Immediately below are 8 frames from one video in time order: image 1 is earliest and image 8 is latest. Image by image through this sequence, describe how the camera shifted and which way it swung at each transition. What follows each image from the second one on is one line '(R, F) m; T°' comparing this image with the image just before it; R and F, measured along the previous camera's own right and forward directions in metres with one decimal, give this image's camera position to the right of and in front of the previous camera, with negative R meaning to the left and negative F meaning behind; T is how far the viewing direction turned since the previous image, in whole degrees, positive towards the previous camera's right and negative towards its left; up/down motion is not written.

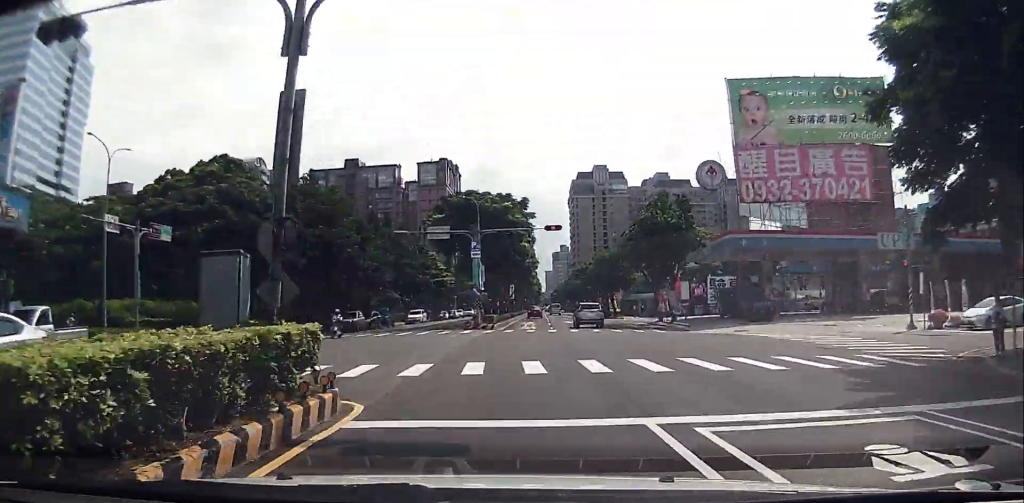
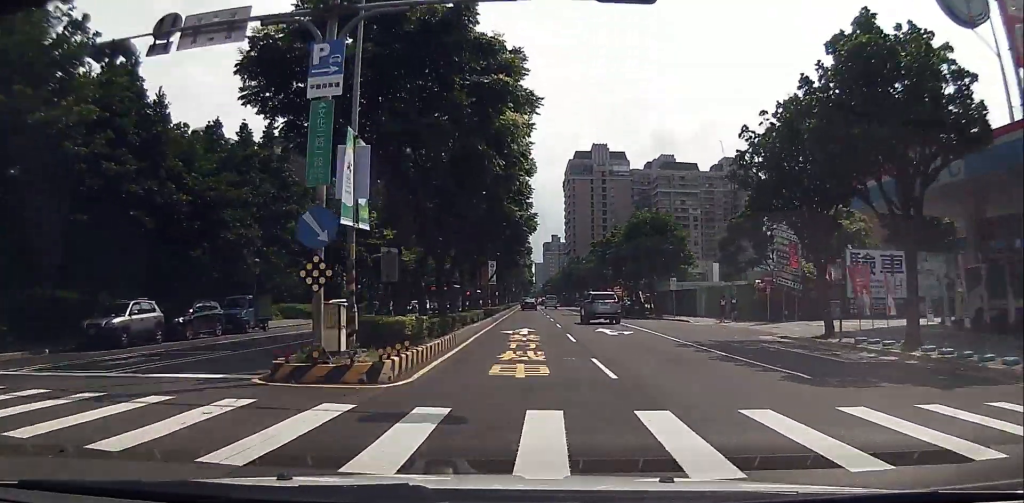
(-1.1, +33.0) m; -3°
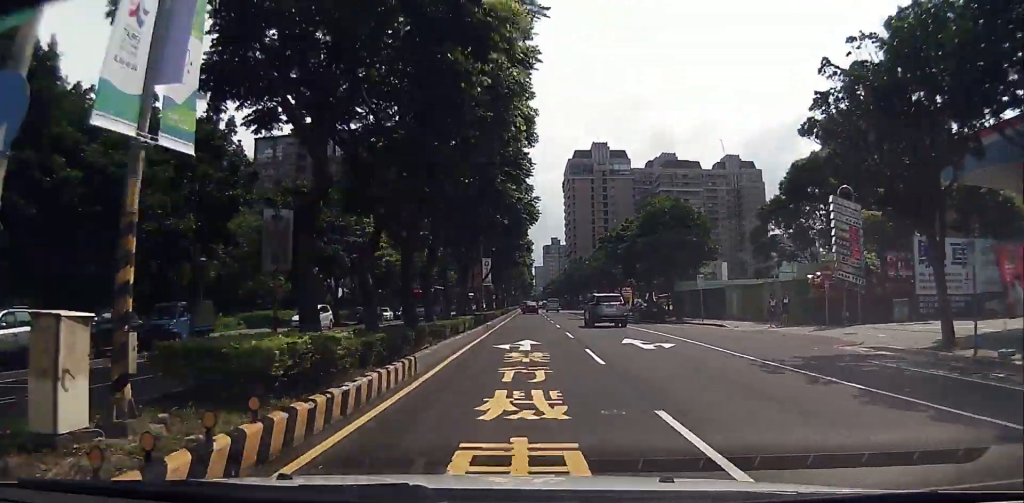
(-0.2, +7.6) m; 0°
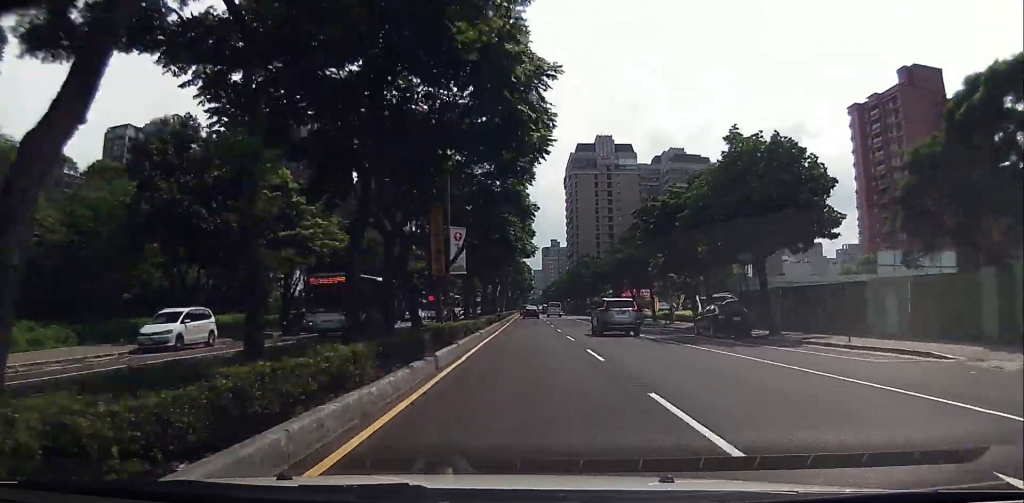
(+0.1, +19.6) m; +1°
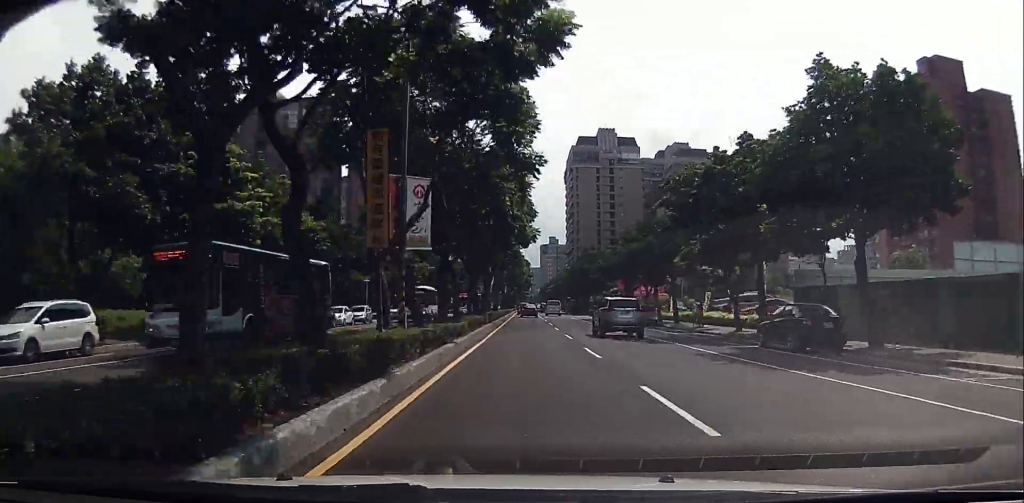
(+0.1, +9.5) m; 0°
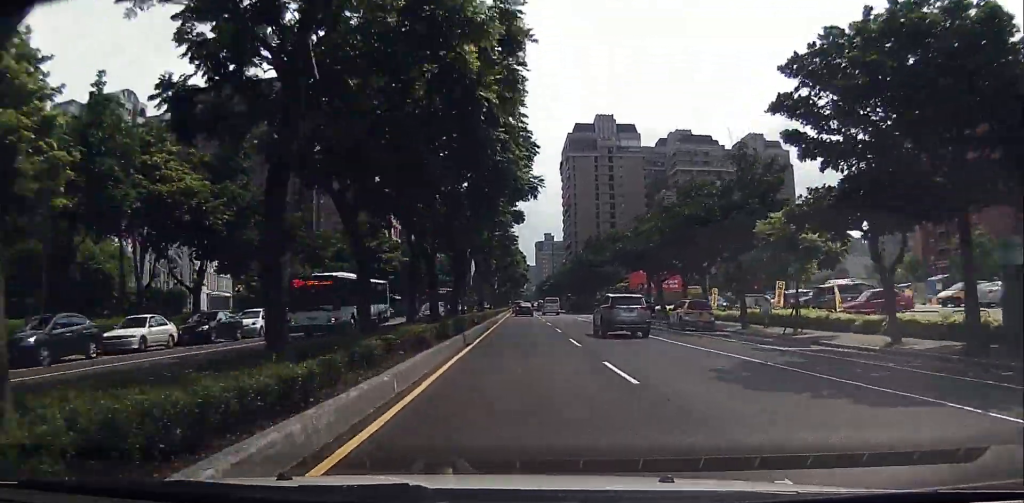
(-0.1, +16.3) m; 0°
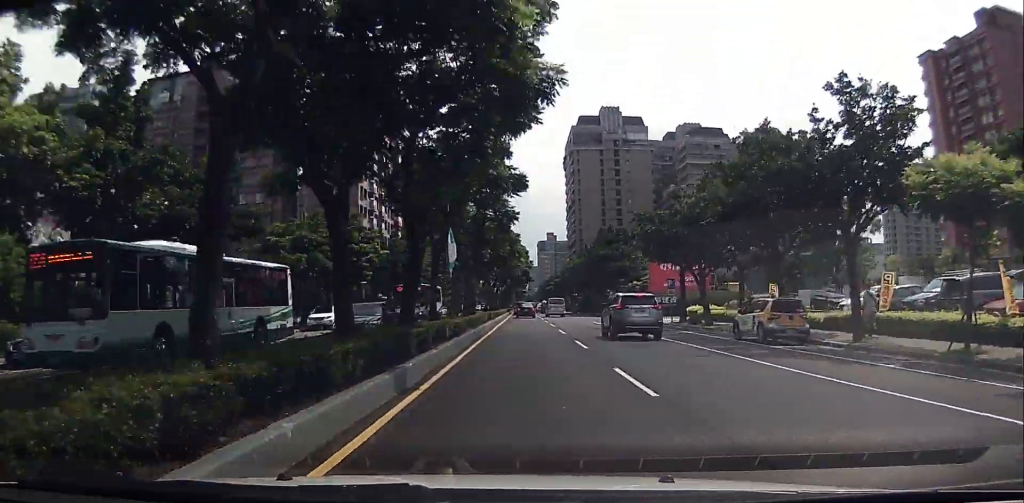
(-0.3, +11.7) m; +1°
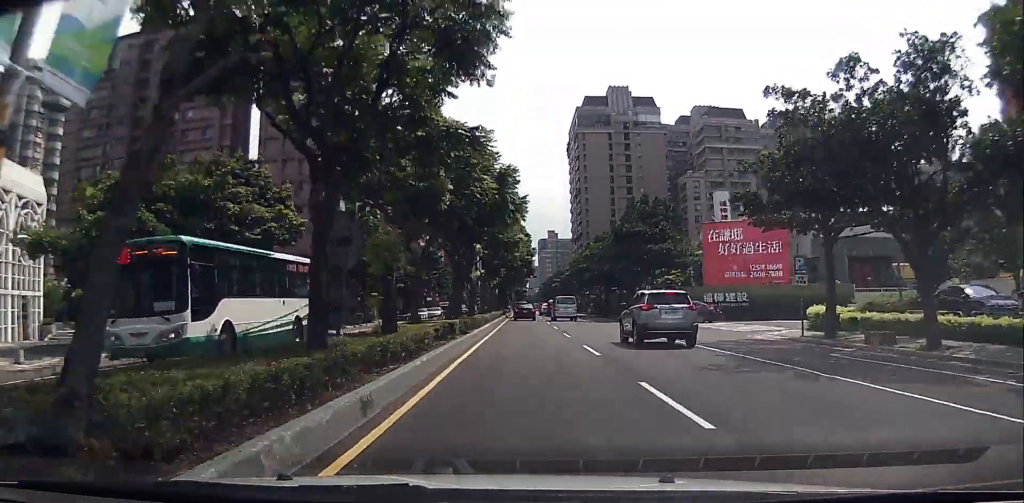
(+0.4, +23.4) m; -1°
